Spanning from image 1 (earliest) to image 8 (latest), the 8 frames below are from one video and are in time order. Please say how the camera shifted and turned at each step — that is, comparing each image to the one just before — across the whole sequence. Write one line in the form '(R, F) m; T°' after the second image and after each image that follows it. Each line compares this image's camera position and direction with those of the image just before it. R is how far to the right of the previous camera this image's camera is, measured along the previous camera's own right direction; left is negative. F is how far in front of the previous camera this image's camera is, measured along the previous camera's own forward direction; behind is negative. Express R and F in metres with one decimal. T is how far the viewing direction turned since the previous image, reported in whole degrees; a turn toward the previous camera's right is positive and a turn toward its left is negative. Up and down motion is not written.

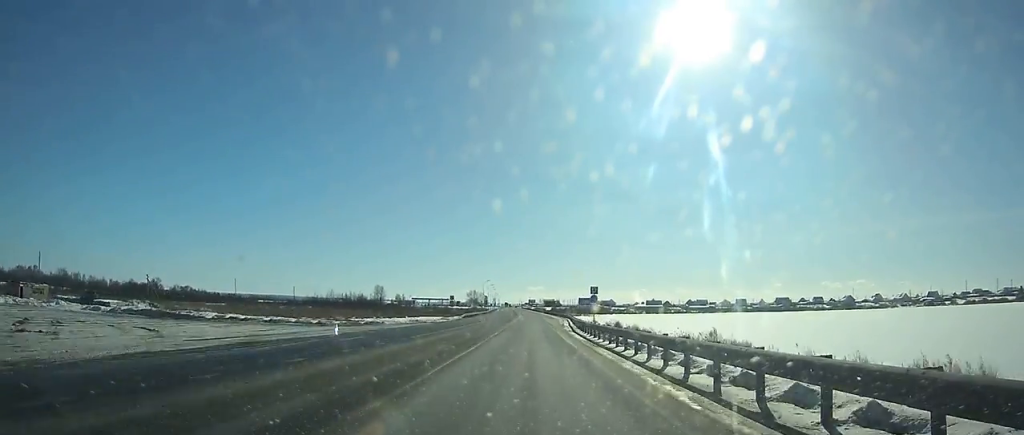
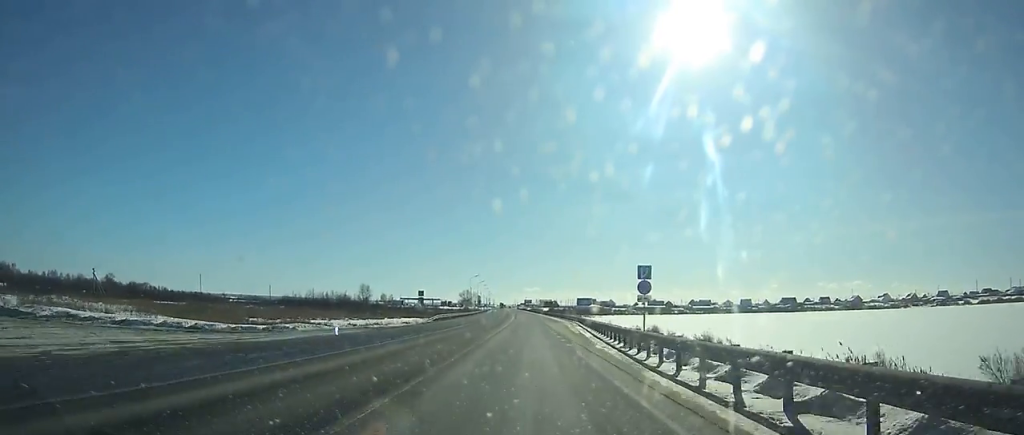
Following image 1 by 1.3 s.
(0.0, +24.4) m; 0°
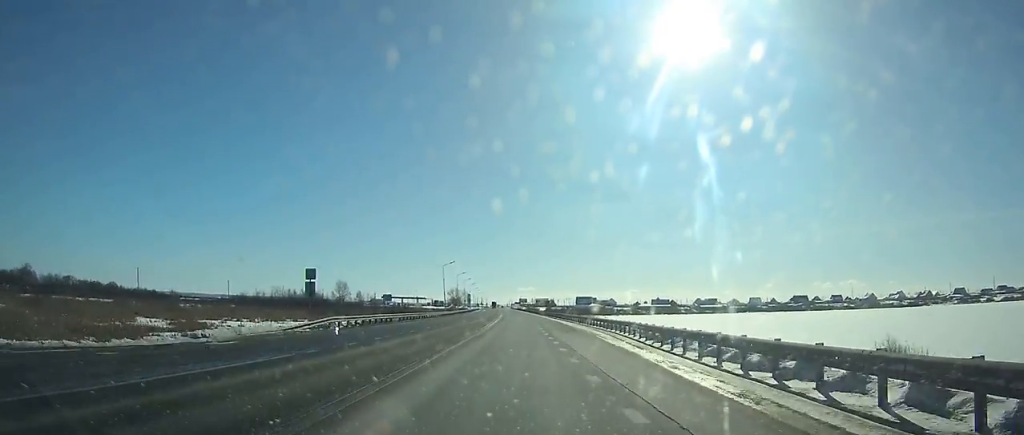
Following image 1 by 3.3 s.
(+0.1, +37.5) m; 0°
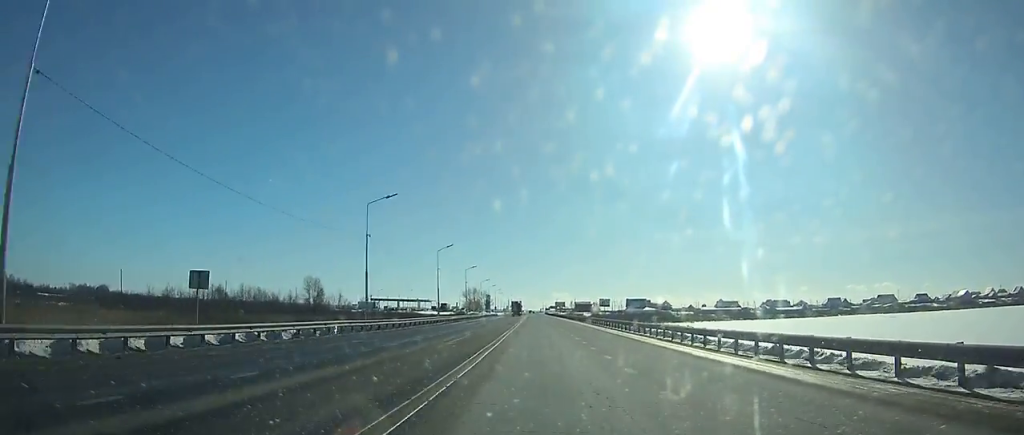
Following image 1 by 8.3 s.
(-1.0, +92.2) m; -1°
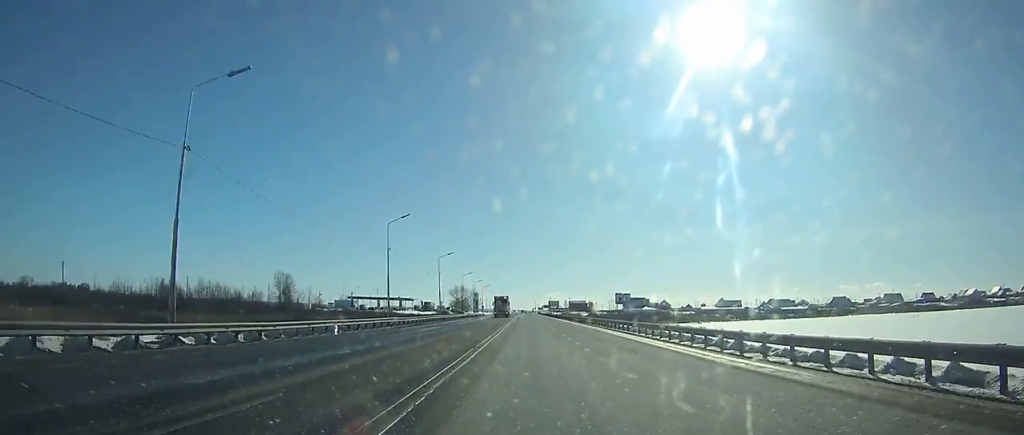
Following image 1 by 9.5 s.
(-0.1, +21.9) m; 0°
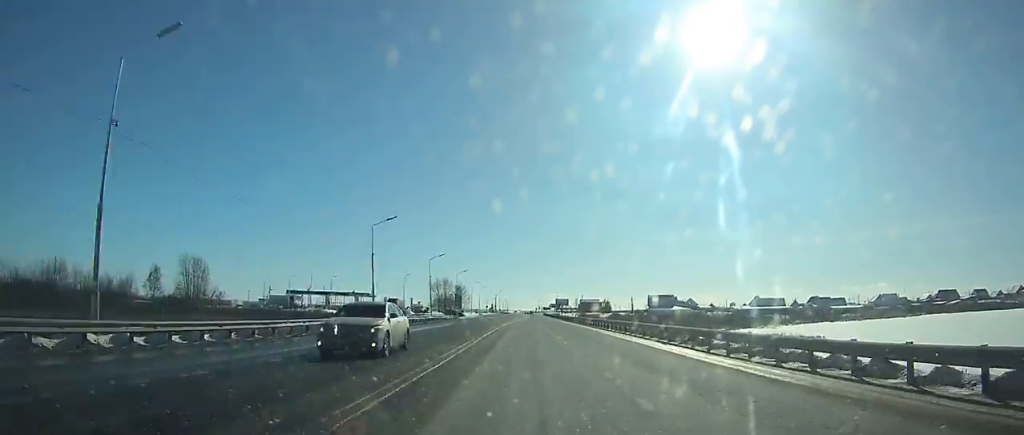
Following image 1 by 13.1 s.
(-0.3, +65.2) m; -1°
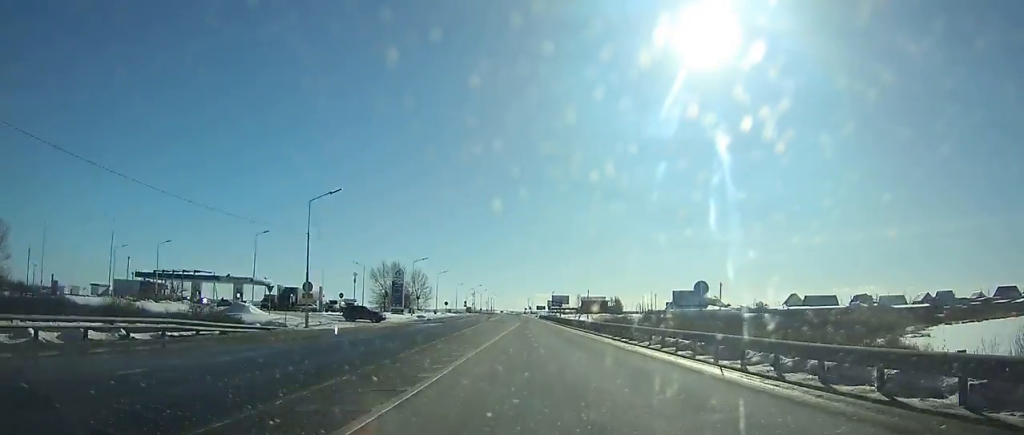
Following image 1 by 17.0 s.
(+0.1, +69.5) m; 0°
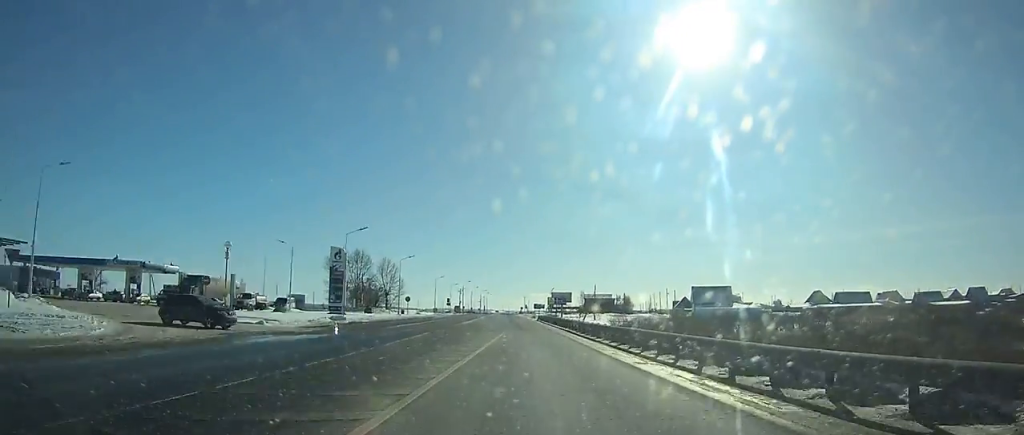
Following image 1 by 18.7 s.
(+0.3, +30.0) m; 0°
